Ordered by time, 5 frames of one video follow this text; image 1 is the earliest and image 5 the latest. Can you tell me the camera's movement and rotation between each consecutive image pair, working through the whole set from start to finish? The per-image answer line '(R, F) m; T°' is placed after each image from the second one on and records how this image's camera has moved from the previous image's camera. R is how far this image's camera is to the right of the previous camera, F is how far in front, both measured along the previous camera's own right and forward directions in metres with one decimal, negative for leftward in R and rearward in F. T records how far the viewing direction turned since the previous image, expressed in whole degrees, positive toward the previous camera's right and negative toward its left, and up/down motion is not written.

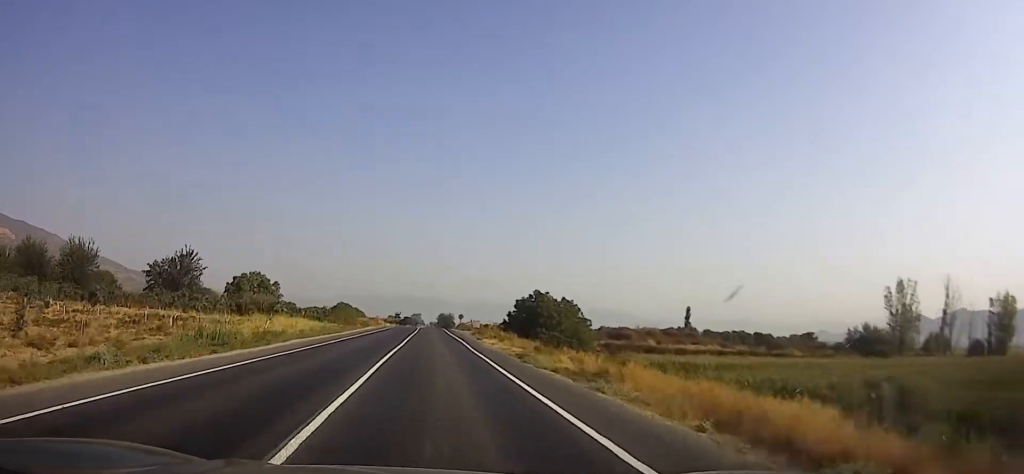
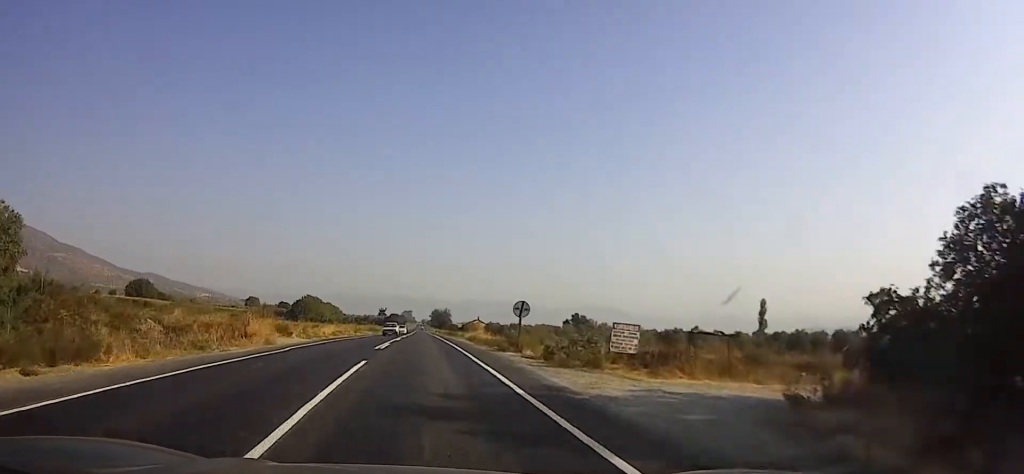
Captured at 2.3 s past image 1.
(0.0, +68.0) m; 0°
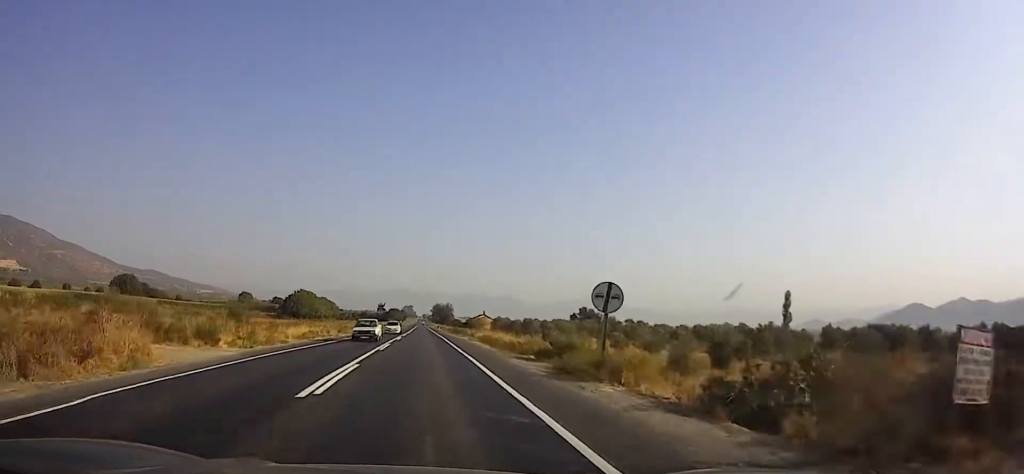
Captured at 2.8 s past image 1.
(-0.1, +14.7) m; +1°
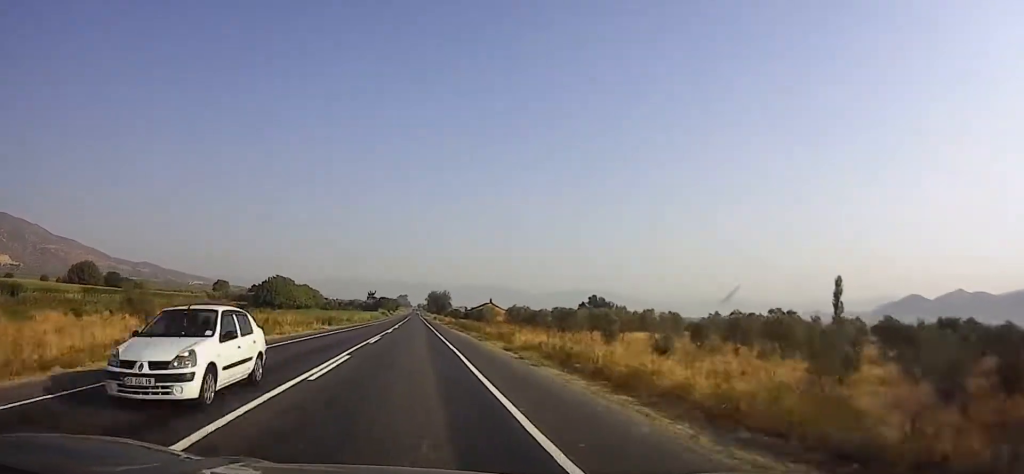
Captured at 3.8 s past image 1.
(+0.5, +28.8) m; -1°
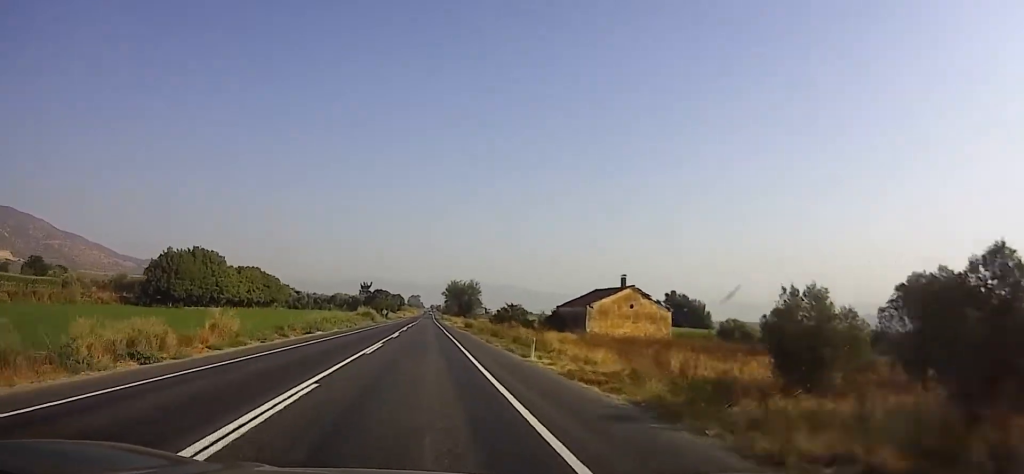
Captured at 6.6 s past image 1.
(-3.5, +79.2) m; -2°
